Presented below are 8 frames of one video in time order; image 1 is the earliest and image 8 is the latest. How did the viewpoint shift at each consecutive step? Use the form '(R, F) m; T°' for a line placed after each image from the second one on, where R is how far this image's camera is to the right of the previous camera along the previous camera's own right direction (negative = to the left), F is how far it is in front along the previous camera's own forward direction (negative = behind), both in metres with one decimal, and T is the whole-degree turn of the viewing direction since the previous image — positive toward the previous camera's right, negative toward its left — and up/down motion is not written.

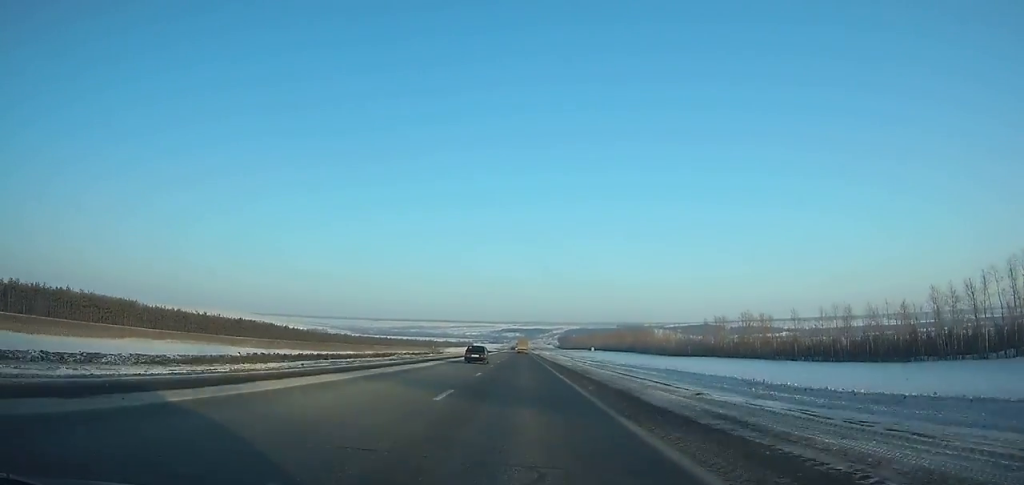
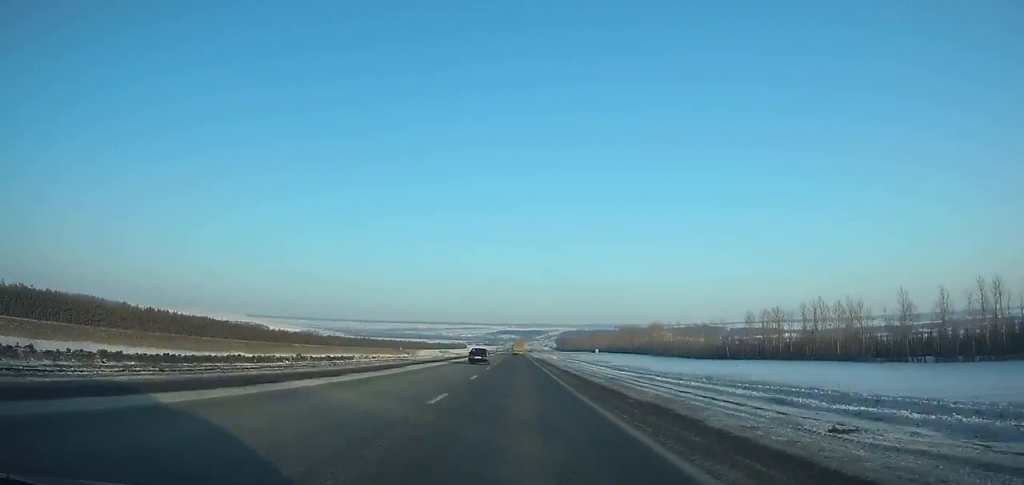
(0.0, +47.9) m; 0°
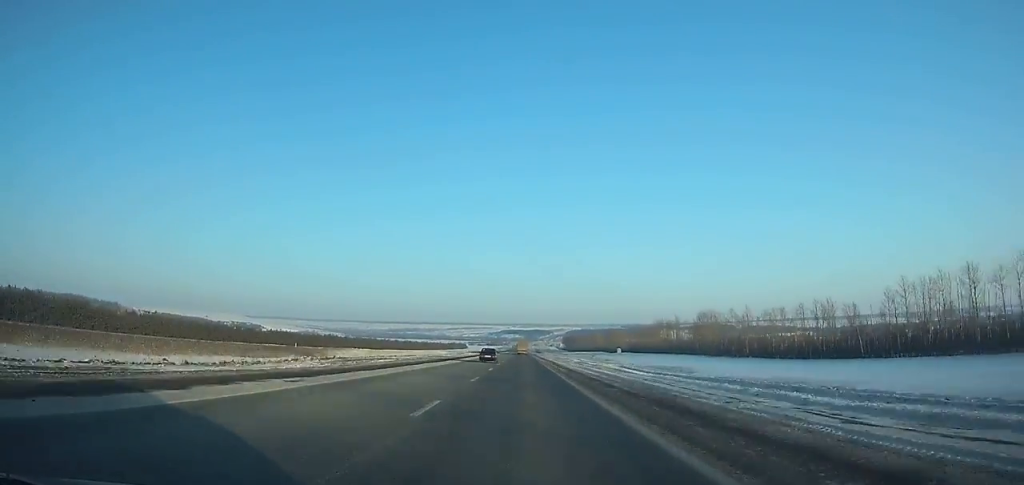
(+0.1, +74.5) m; 0°
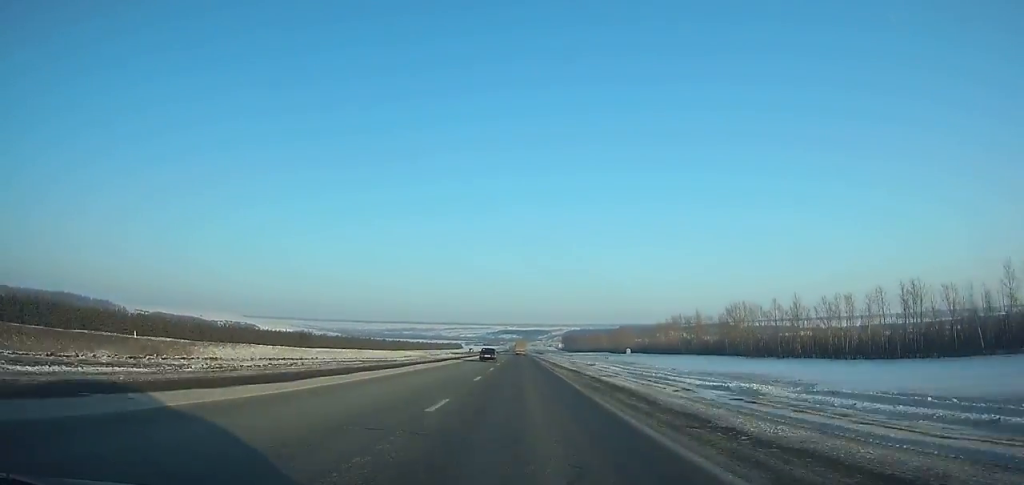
(0.0, +34.5) m; 0°
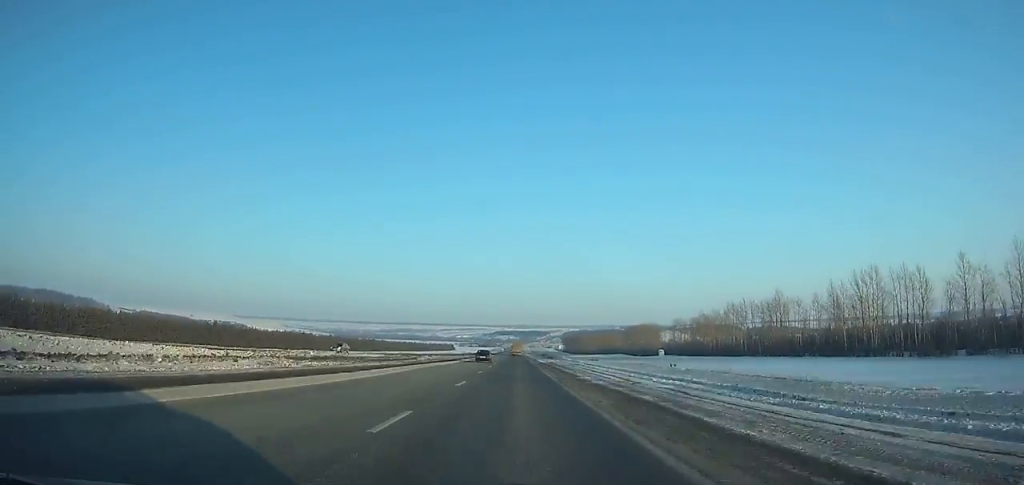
(-0.1, +74.0) m; 0°
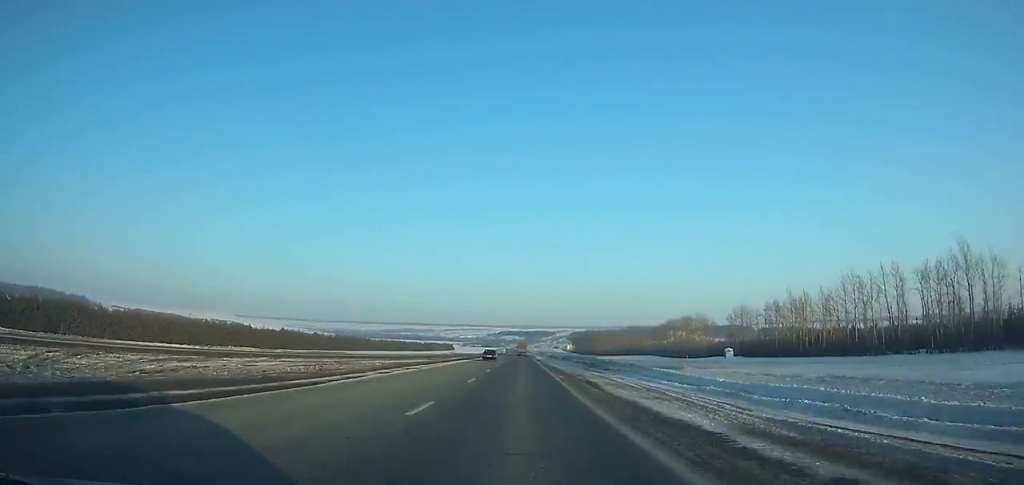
(-0.1, +68.4) m; 0°
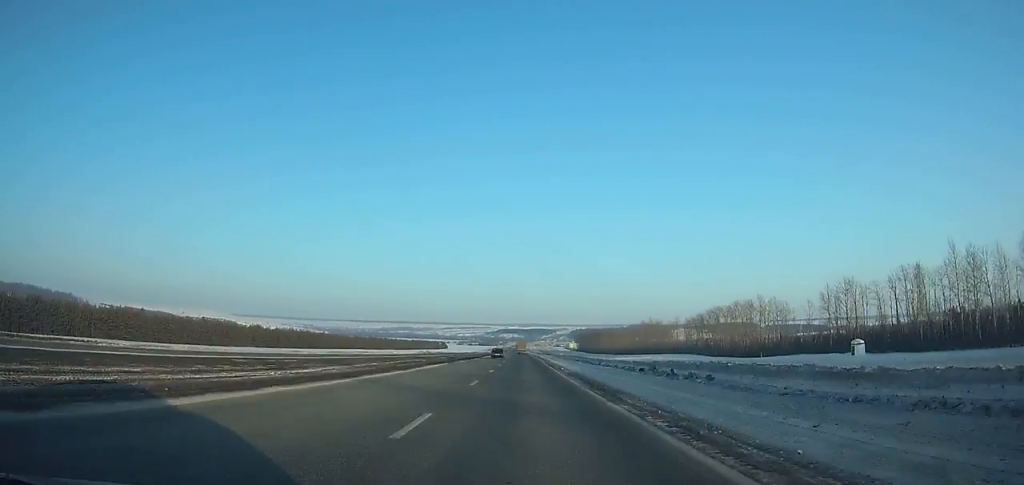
(0.0, +62.9) m; 0°
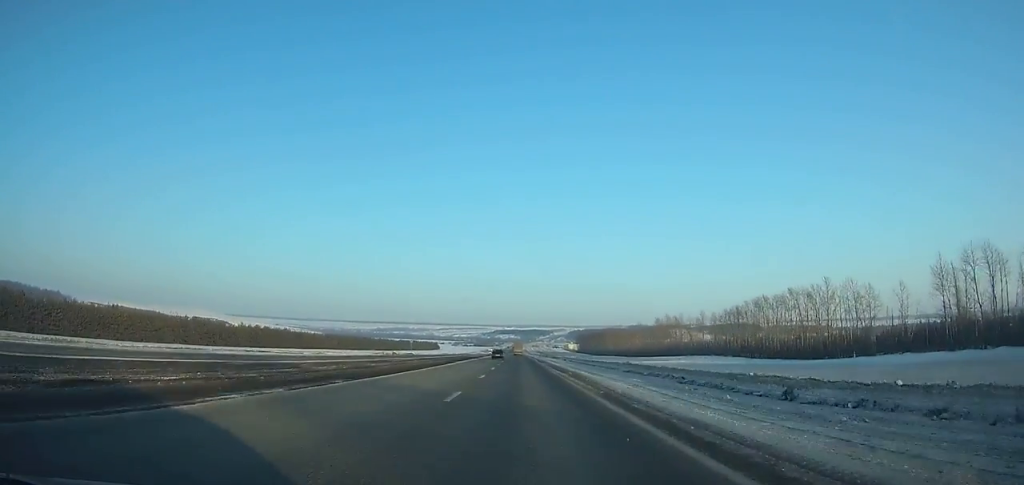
(0.0, +41.9) m; 0°
